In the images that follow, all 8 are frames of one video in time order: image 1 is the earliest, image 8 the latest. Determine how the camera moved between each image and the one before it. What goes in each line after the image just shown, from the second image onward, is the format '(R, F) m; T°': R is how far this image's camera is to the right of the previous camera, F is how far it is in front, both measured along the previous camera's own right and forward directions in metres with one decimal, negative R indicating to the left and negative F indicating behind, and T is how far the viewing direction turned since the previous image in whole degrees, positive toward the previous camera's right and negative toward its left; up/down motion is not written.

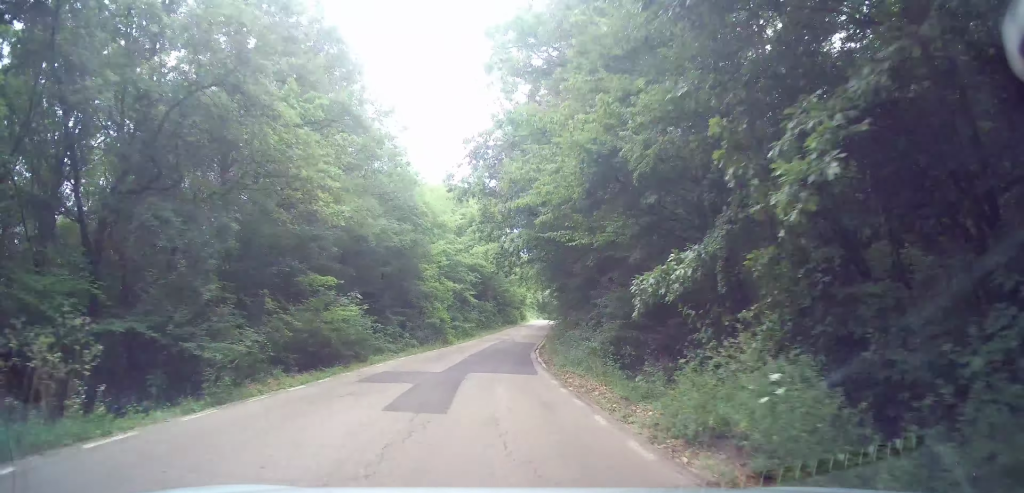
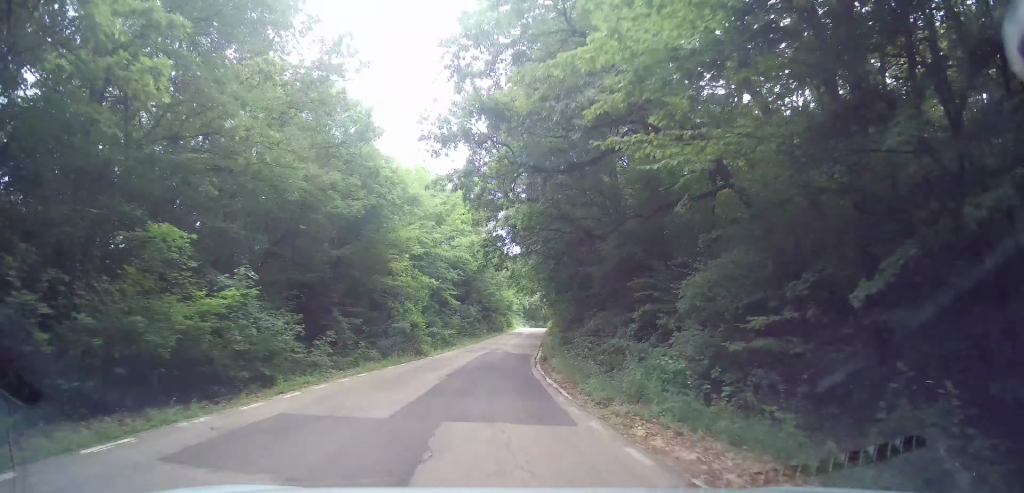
(-0.1, +8.0) m; +2°
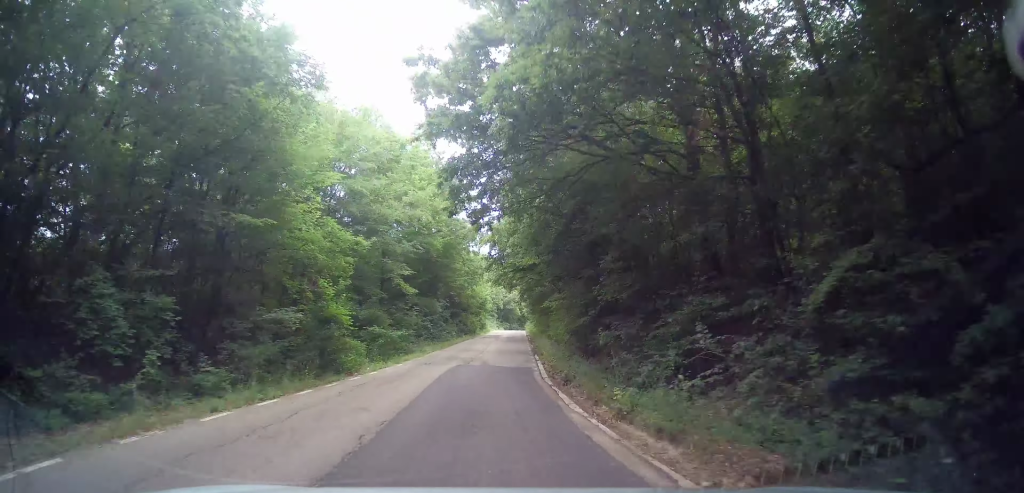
(+0.5, +13.0) m; +4°
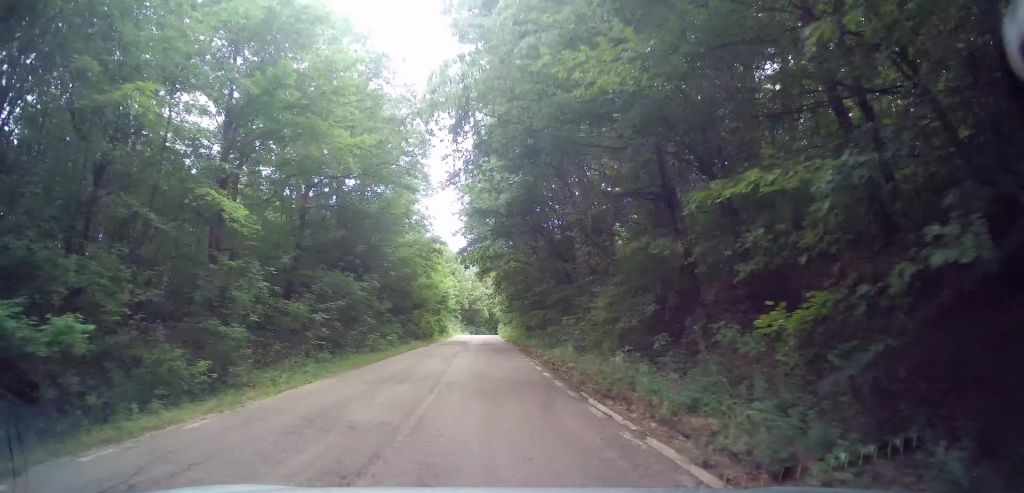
(+0.8, +18.5) m; +4°
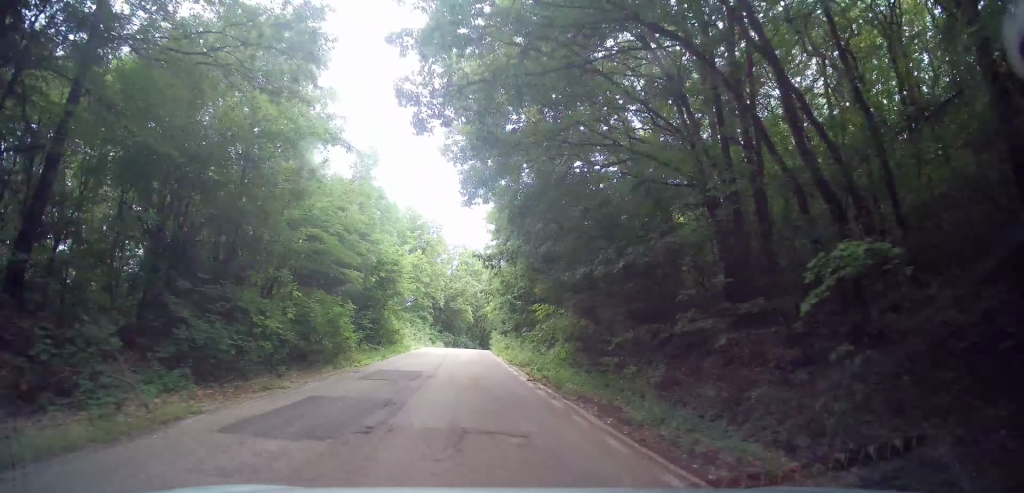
(+0.7, +29.4) m; +3°
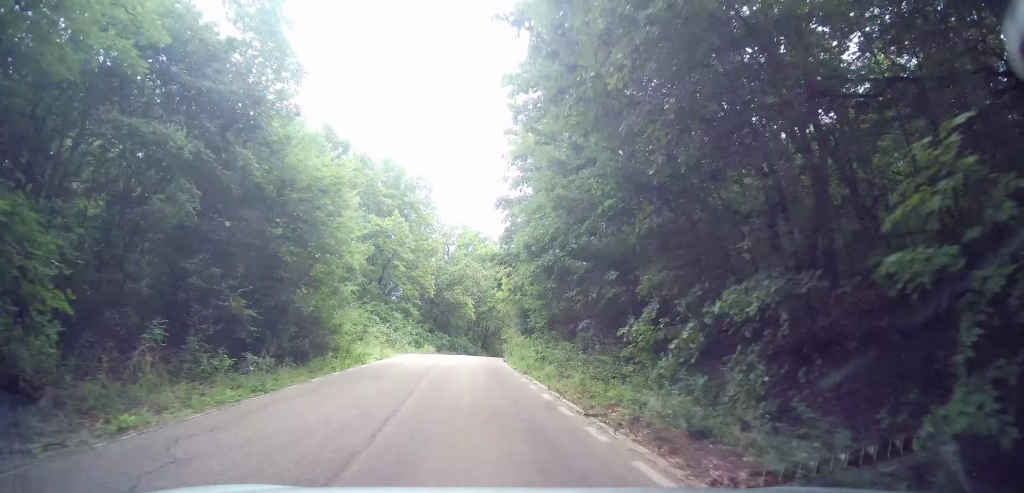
(+0.3, +15.3) m; 0°
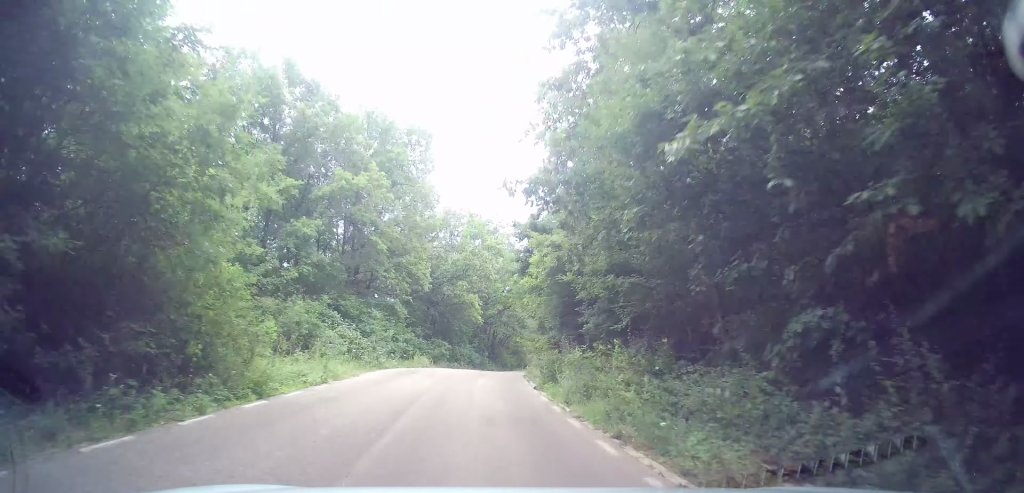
(-0.1, +10.1) m; -1°
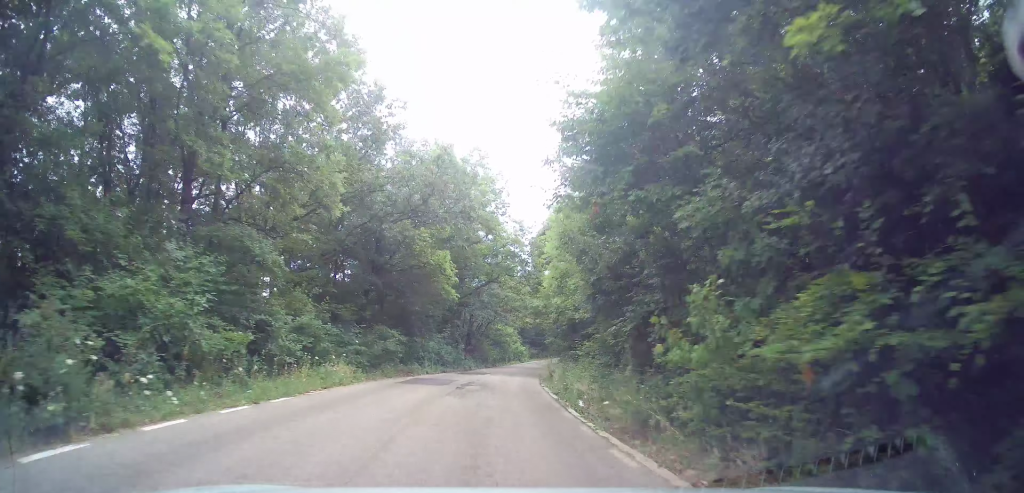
(-0.1, +16.5) m; +1°
